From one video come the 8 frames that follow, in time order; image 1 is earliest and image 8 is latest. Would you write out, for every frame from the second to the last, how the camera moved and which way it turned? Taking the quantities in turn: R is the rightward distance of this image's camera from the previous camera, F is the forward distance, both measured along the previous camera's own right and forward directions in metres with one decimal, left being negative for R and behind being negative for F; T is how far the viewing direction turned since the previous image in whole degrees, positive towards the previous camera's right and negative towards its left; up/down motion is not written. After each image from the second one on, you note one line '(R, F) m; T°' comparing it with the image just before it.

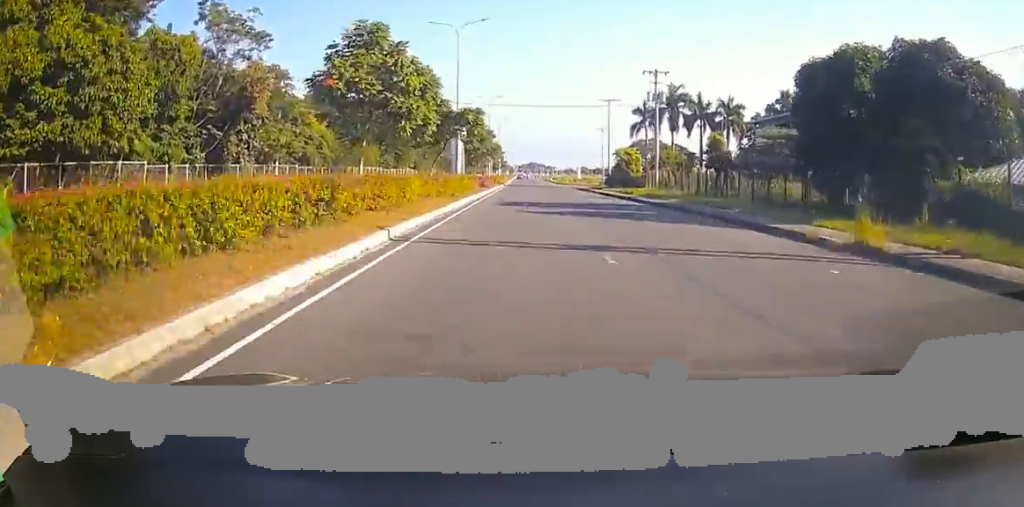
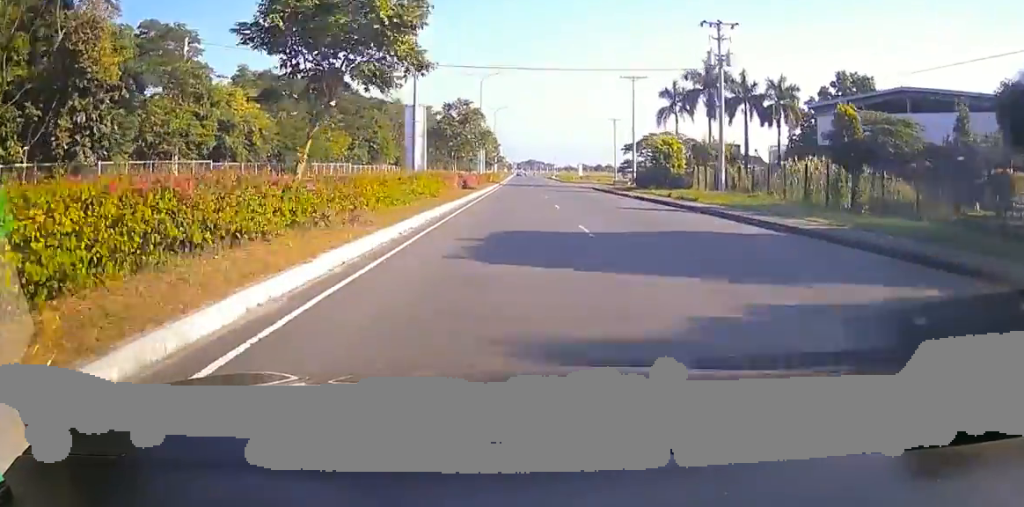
(-0.6, +20.5) m; -1°
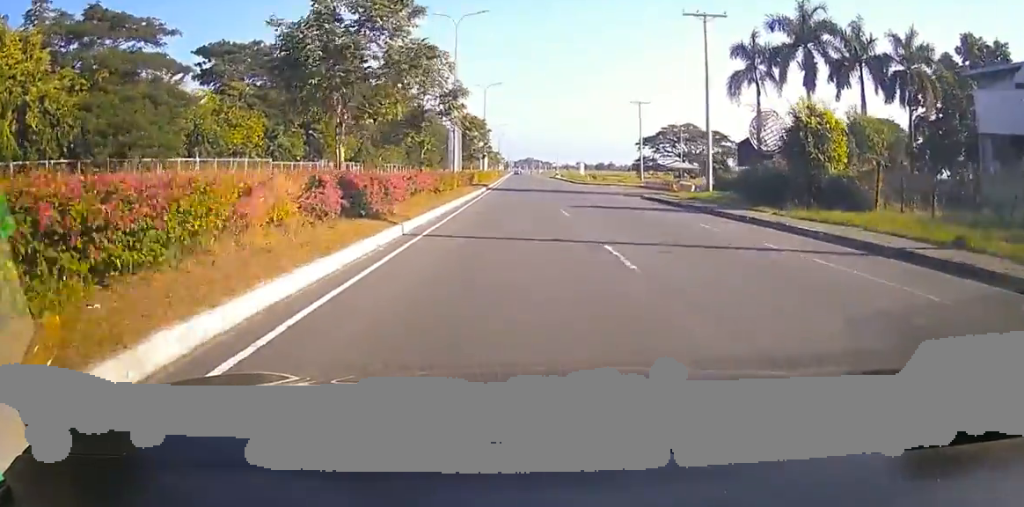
(+1.1, +29.5) m; +3°
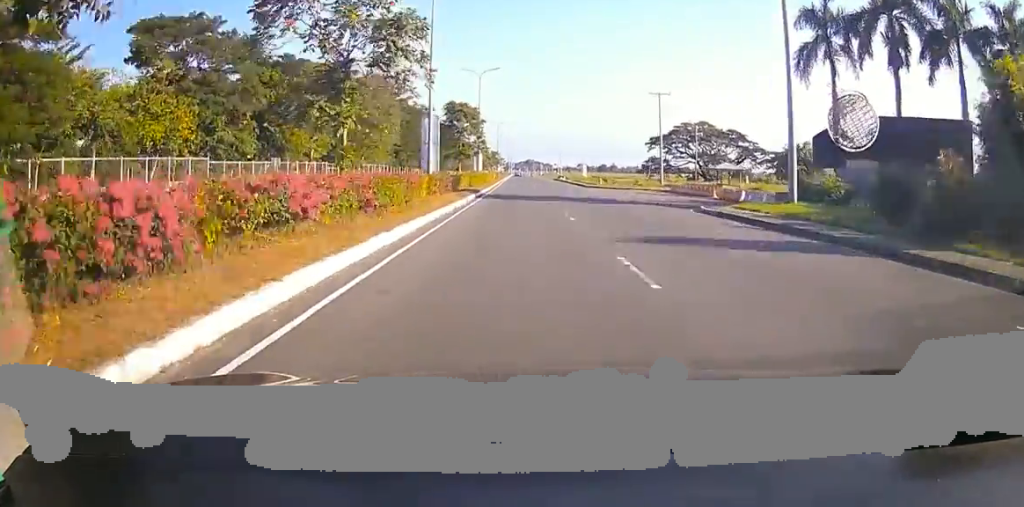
(-0.4, +13.7) m; -1°
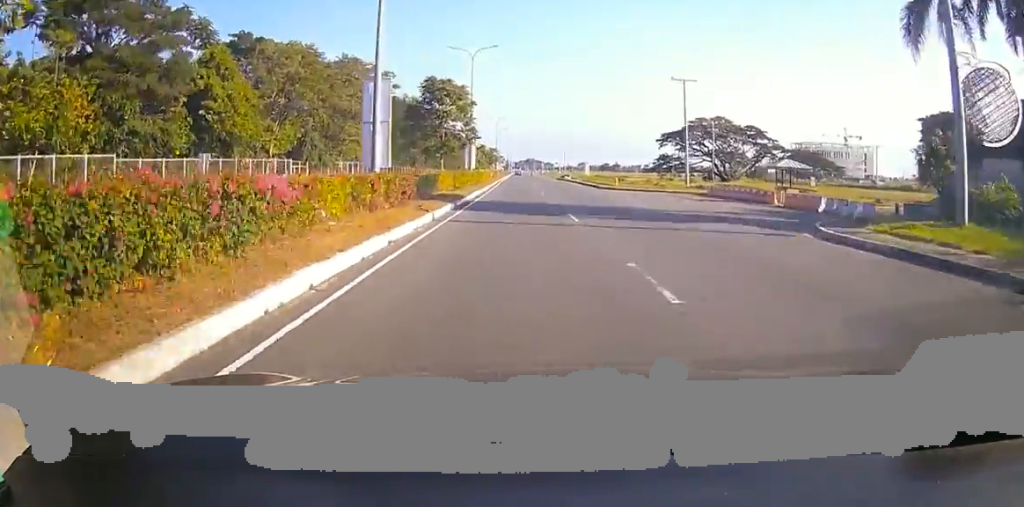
(-0.1, +13.0) m; -1°
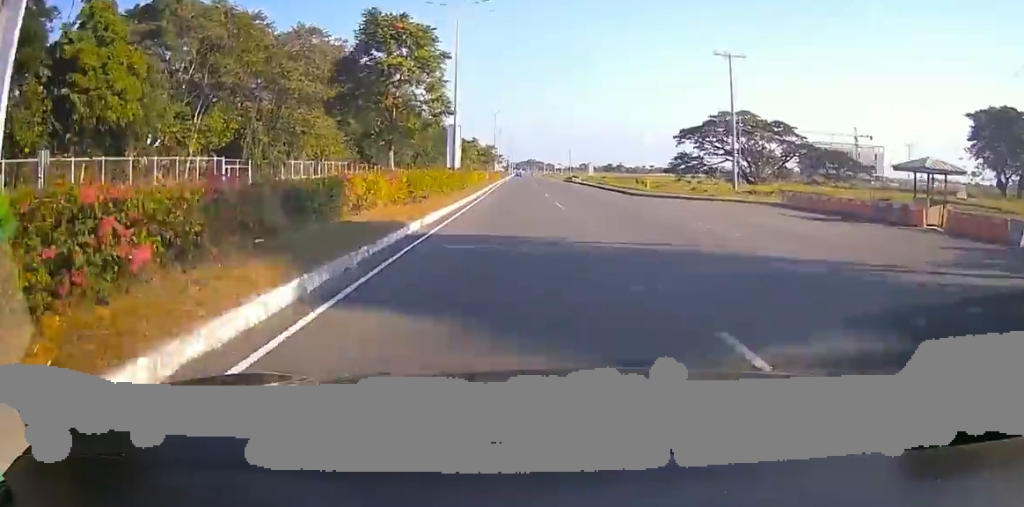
(0.0, +16.6) m; -1°
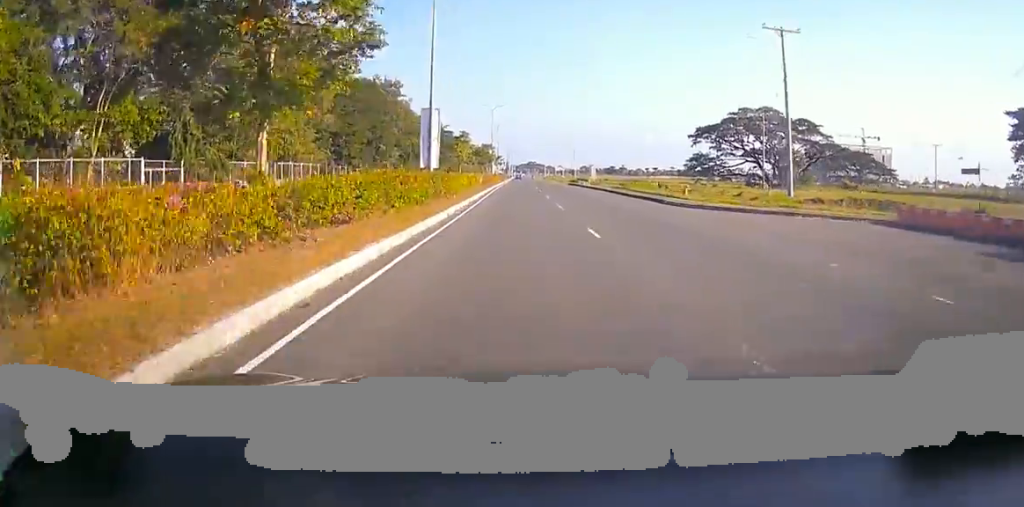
(-0.1, +12.6) m; 0°
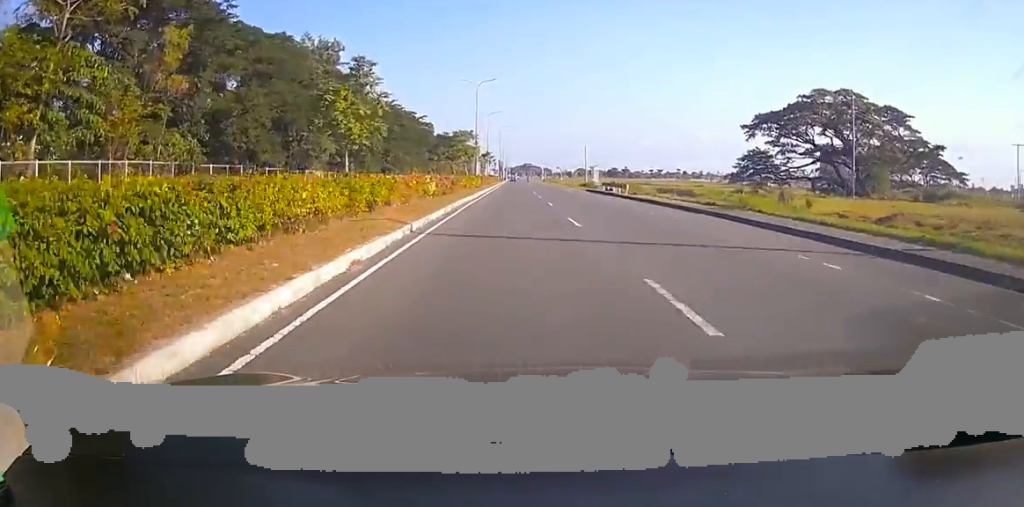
(-0.1, +32.8) m; 0°
